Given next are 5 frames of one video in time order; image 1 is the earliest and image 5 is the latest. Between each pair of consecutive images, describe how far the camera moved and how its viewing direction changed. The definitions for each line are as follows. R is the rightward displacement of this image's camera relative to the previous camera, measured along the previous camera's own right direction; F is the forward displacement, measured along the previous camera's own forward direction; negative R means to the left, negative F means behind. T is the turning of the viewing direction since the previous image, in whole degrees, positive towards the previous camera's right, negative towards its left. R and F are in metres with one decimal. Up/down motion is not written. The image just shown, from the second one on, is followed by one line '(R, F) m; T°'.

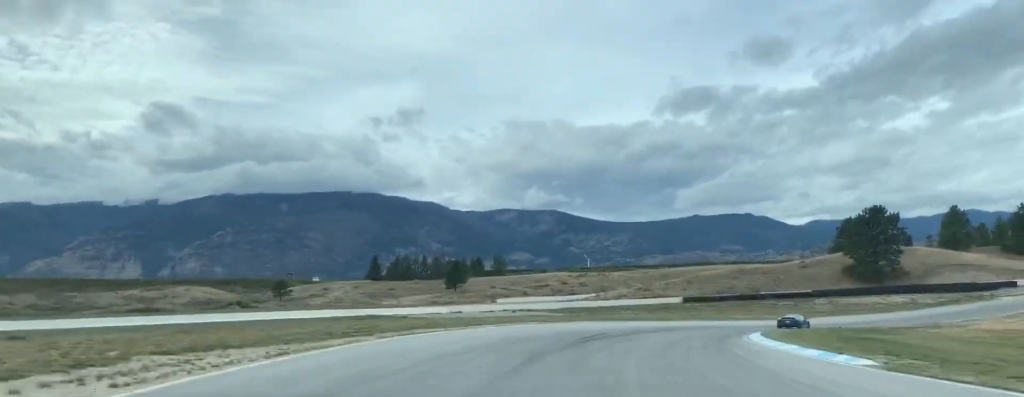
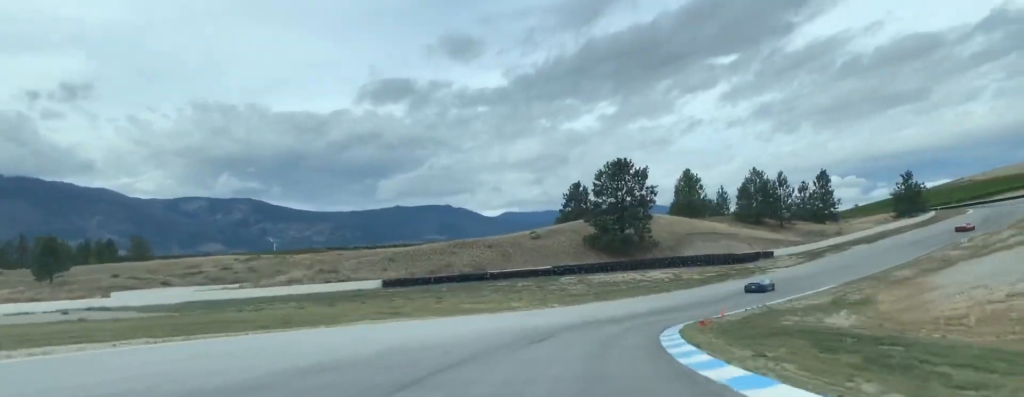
(+9.2, +48.4) m; +22°
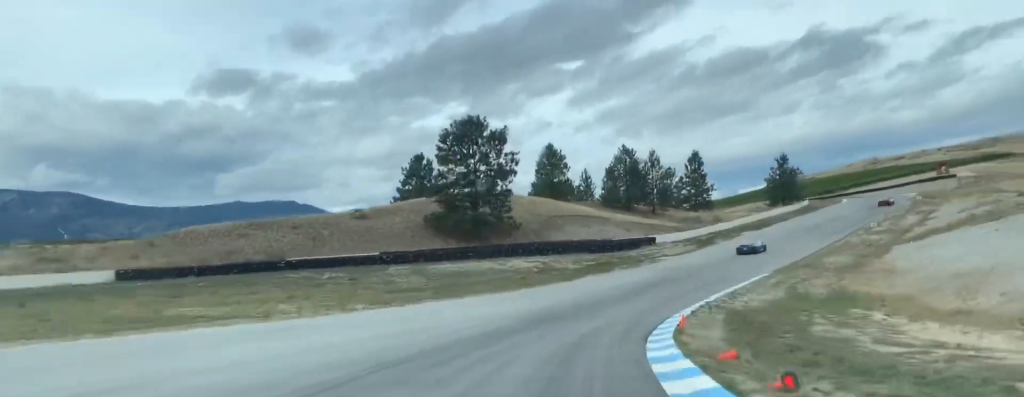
(+2.6, +26.9) m; +13°
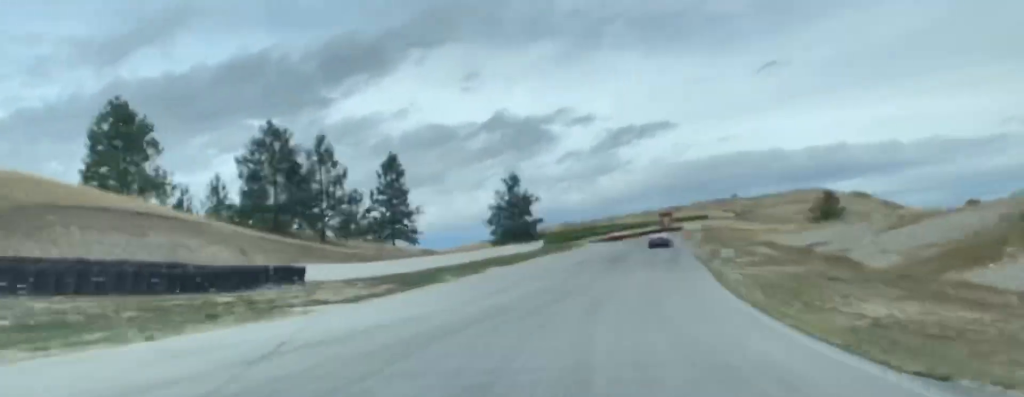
(+11.4, +54.4) m; +21°
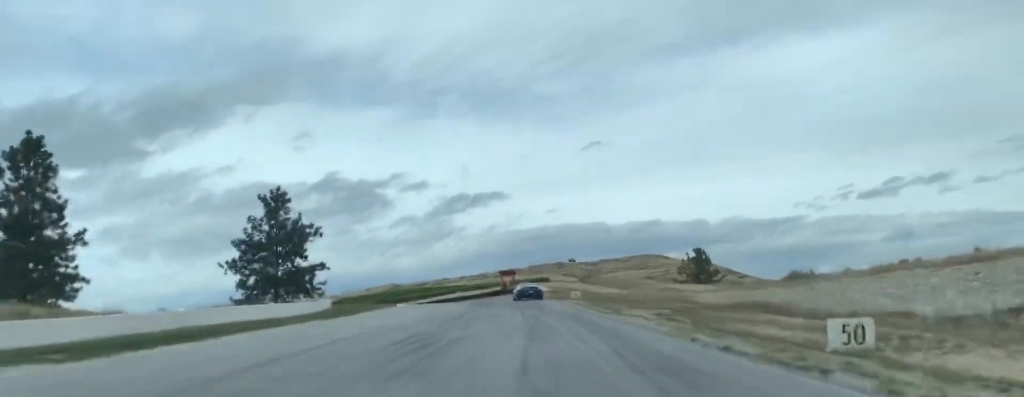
(+4.3, +36.3) m; +10°
